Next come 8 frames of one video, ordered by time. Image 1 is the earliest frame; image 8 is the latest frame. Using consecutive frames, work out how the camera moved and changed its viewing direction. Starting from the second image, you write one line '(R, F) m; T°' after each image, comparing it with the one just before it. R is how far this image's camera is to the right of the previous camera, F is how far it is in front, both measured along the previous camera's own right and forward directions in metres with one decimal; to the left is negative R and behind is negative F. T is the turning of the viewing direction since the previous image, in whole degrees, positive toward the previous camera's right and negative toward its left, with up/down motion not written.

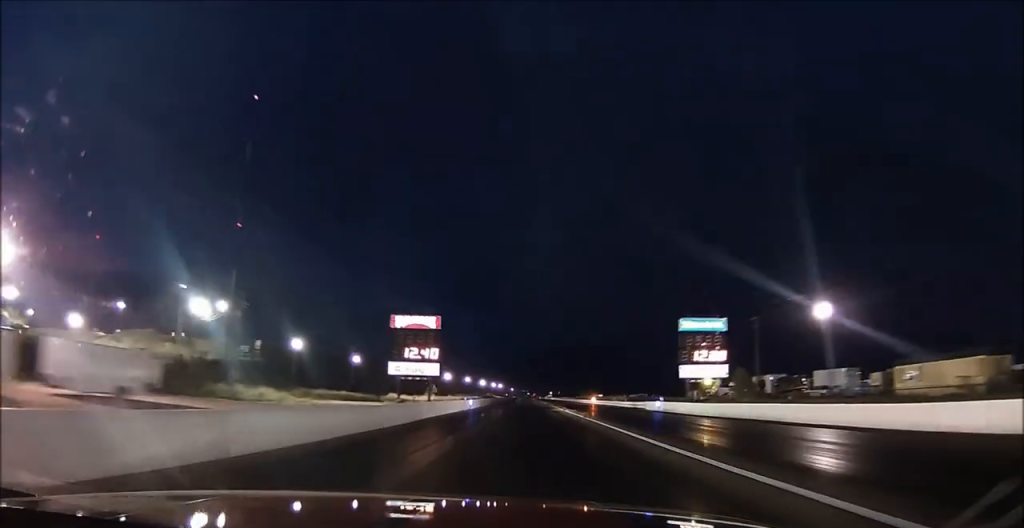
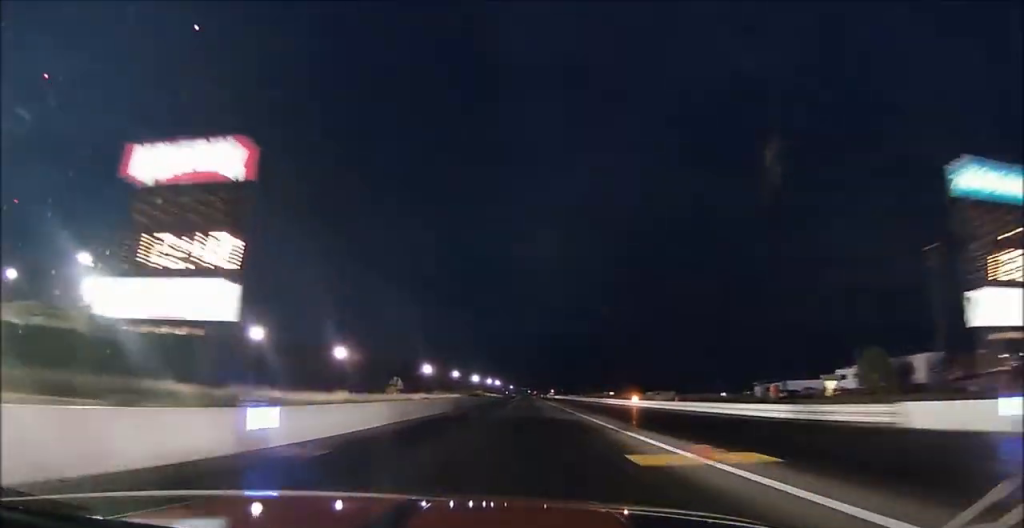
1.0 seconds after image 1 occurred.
(-0.2, +48.0) m; 0°
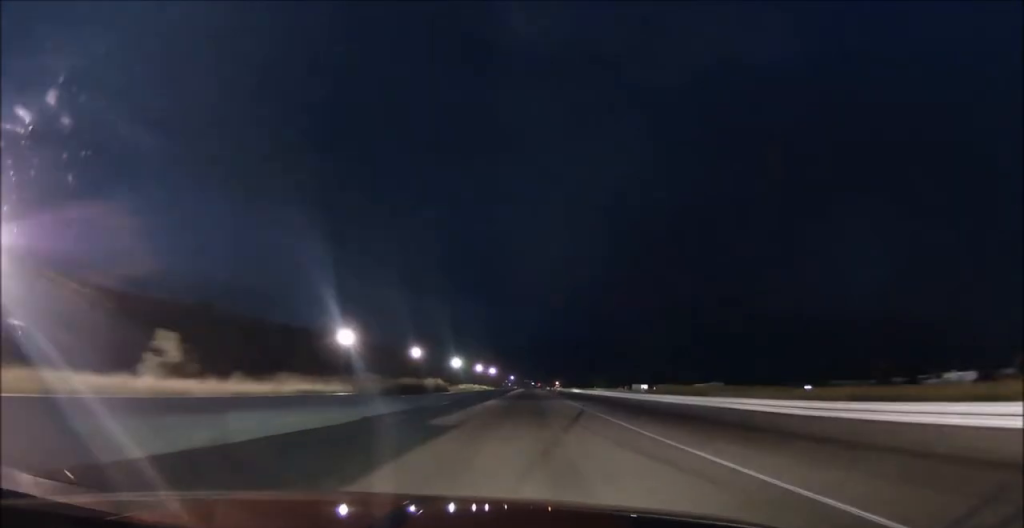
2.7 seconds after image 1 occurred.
(0.0, +87.0) m; 0°
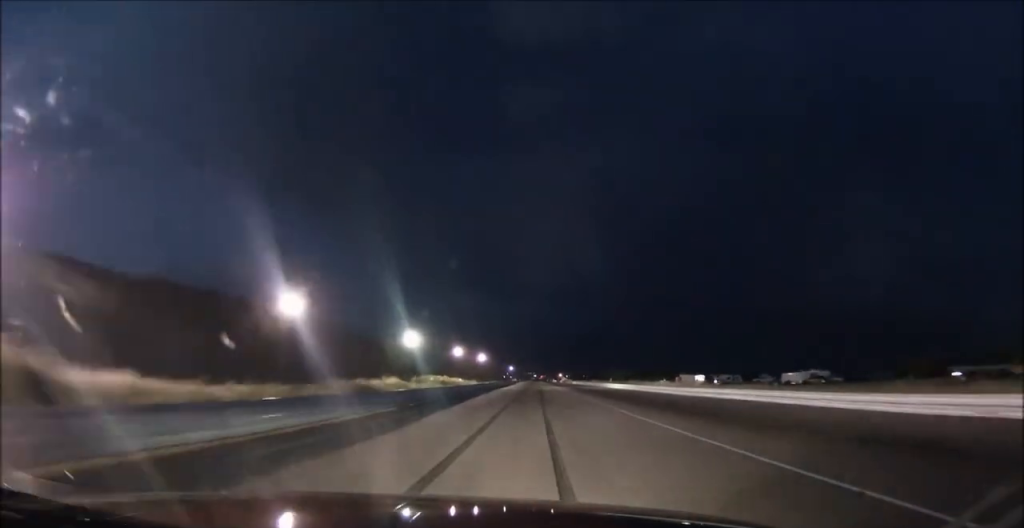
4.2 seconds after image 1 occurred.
(-0.2, +71.2) m; 0°
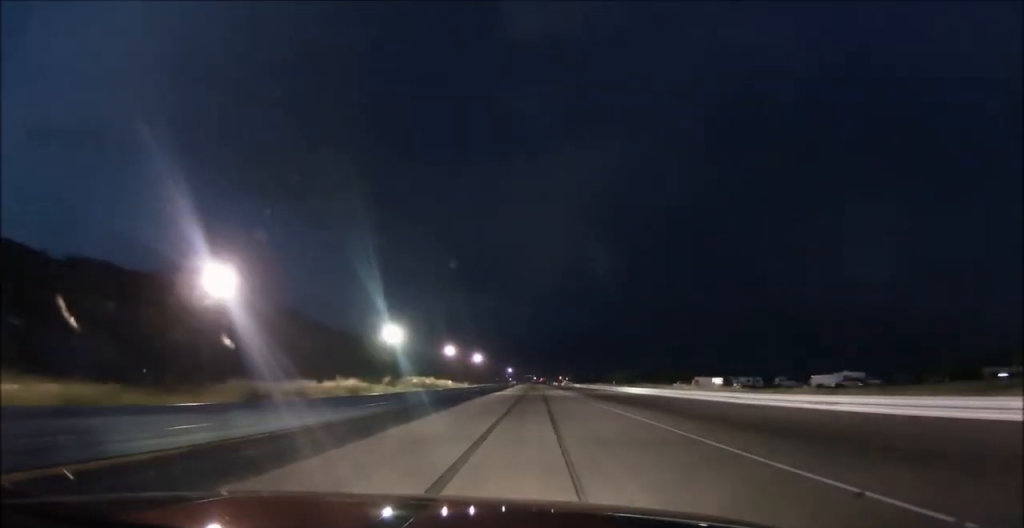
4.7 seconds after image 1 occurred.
(0.0, +19.1) m; 0°
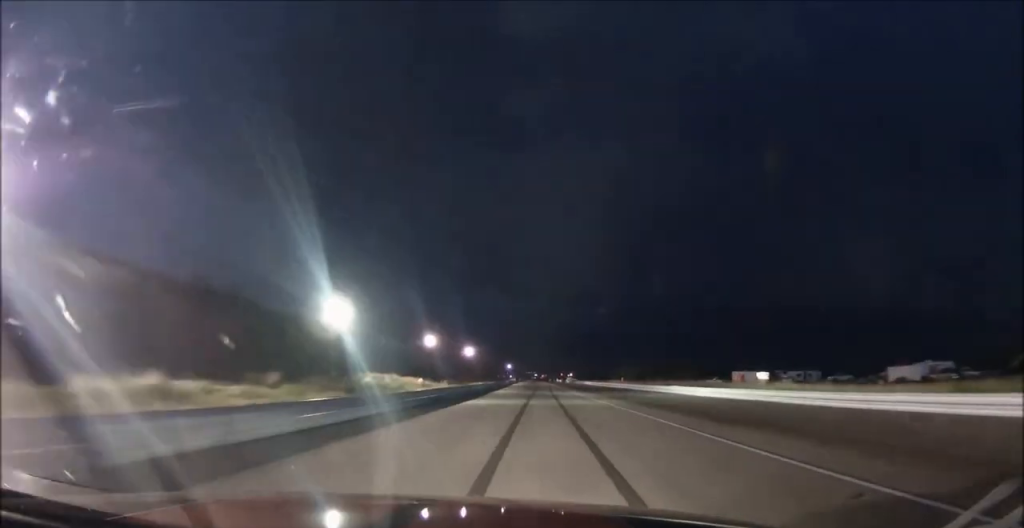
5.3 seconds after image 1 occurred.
(+0.2, +25.9) m; 0°
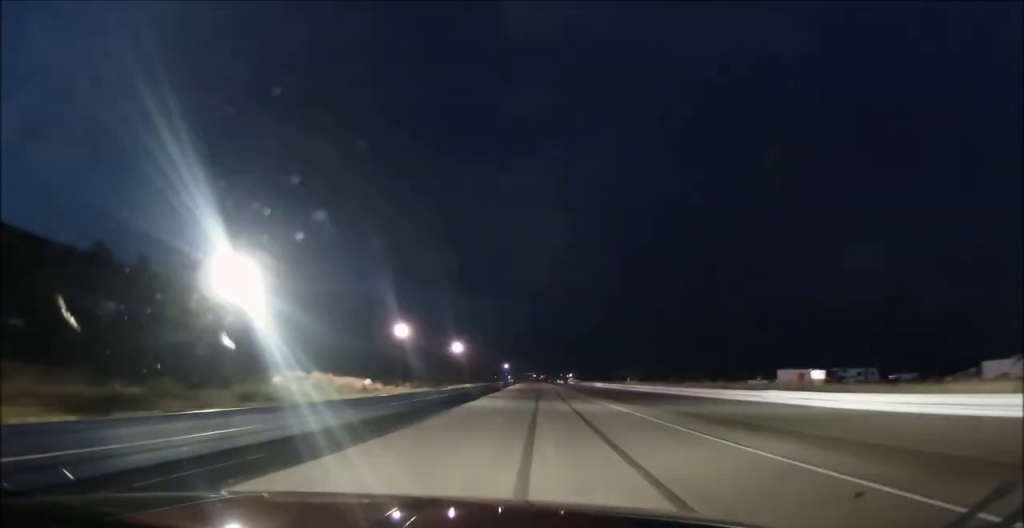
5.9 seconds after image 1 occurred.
(-0.1, +24.6) m; 0°
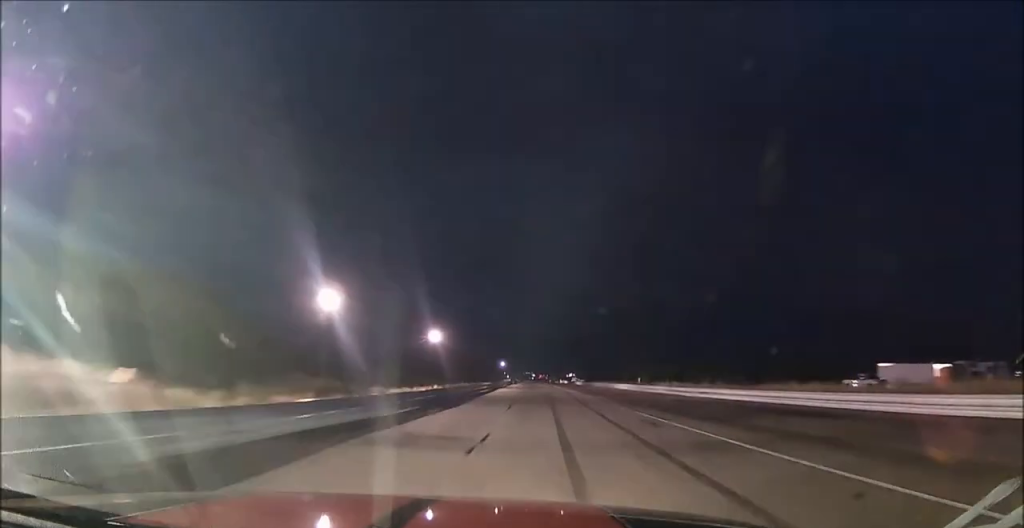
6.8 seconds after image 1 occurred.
(-0.4, +32.5) m; 0°
